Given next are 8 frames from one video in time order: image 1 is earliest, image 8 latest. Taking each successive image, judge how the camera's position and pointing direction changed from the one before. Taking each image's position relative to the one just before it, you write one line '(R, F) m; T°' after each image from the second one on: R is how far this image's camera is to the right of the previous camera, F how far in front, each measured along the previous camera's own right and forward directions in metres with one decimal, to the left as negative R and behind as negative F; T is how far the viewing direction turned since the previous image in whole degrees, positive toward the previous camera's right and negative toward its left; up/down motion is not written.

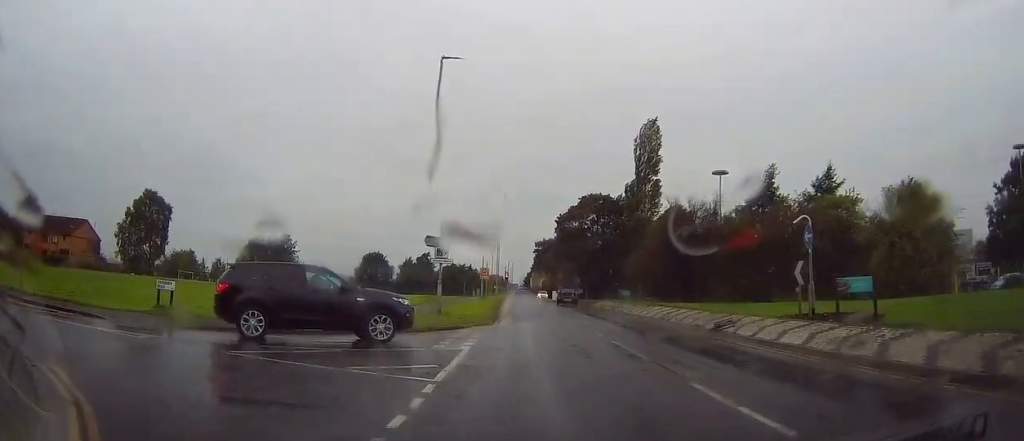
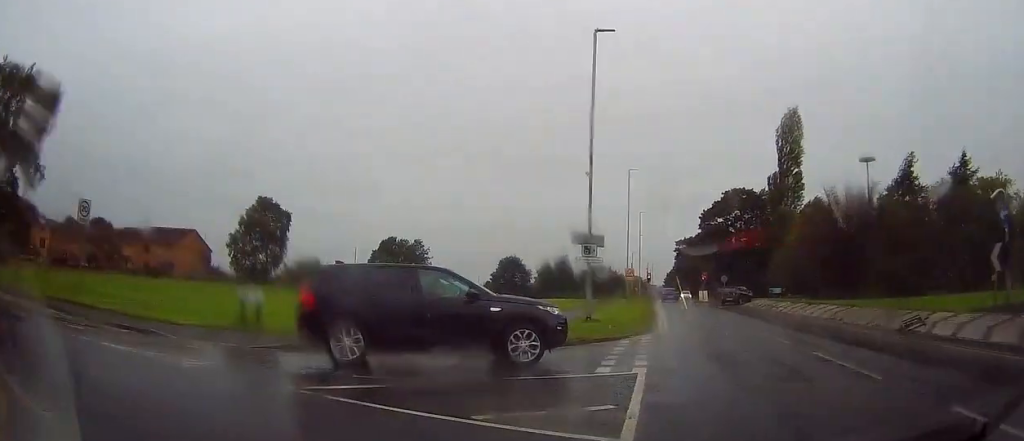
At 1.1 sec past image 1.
(+0.2, +3.9) m; -11°
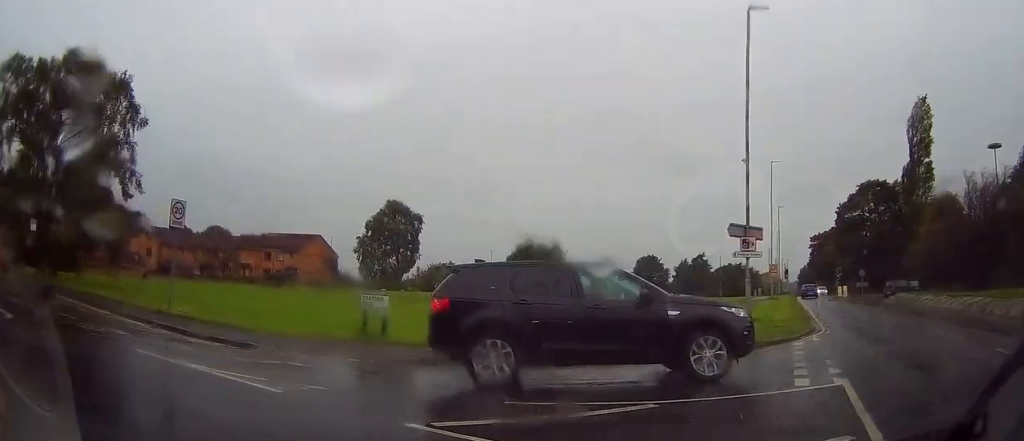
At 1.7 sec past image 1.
(-0.6, +1.9) m; -13°
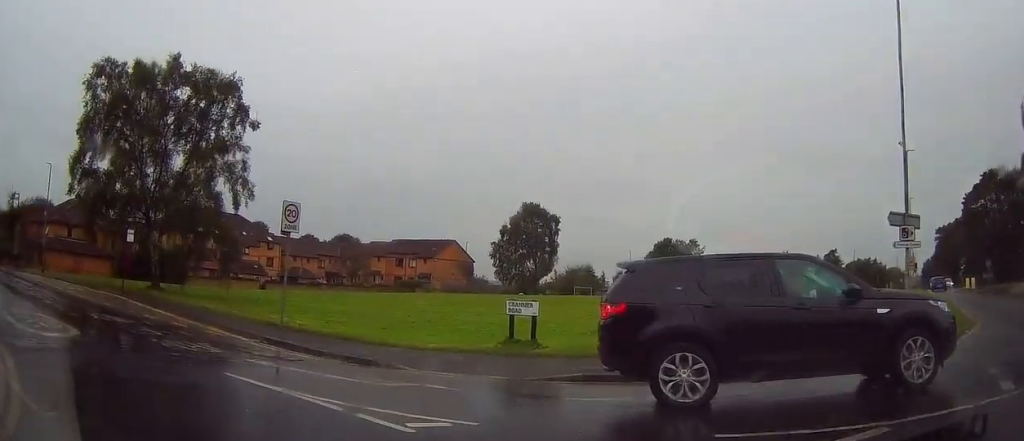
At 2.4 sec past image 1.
(-0.2, +1.9) m; -11°
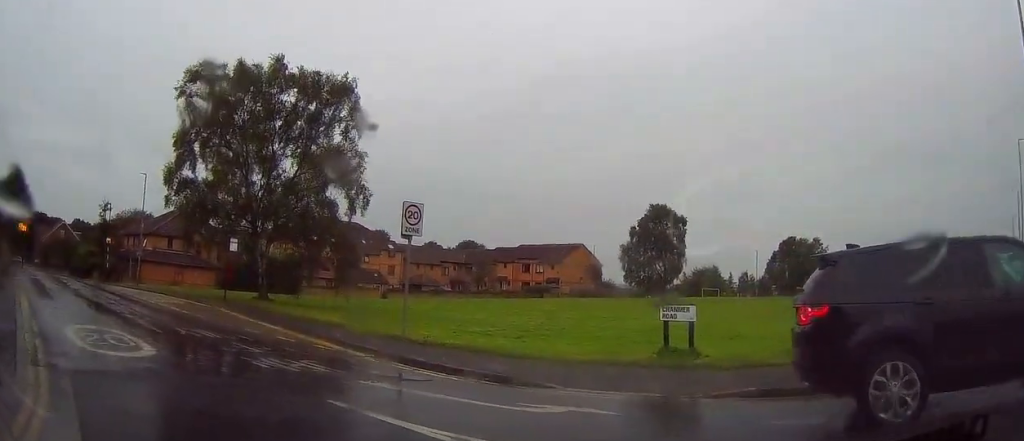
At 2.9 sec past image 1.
(+0.1, +1.6) m; -7°
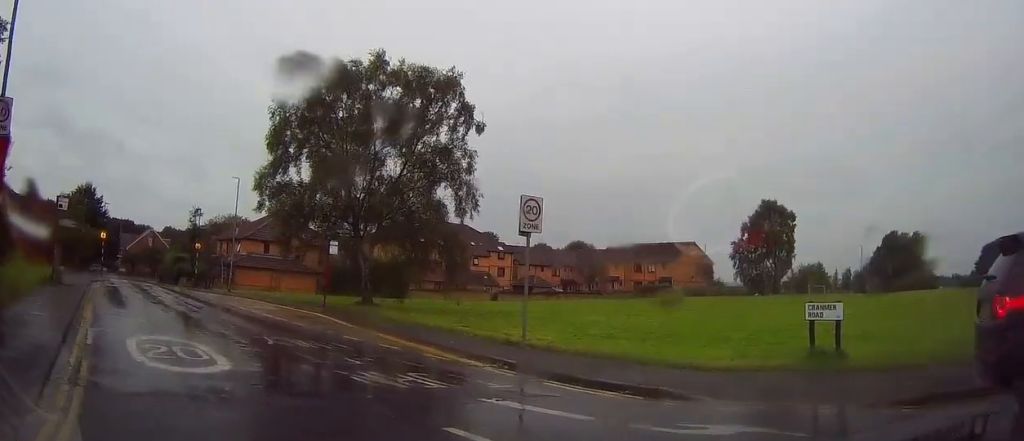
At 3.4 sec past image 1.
(-0.1, +1.3) m; -10°
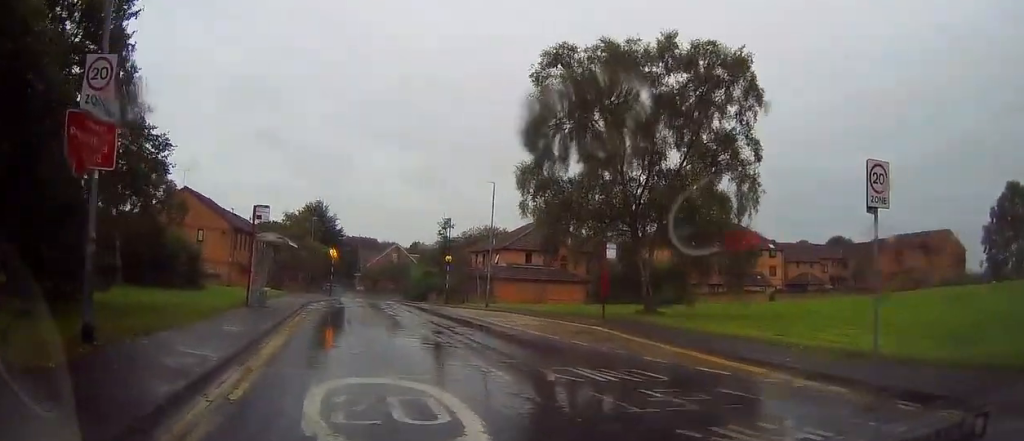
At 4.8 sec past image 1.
(-1.0, +3.5) m; -30°
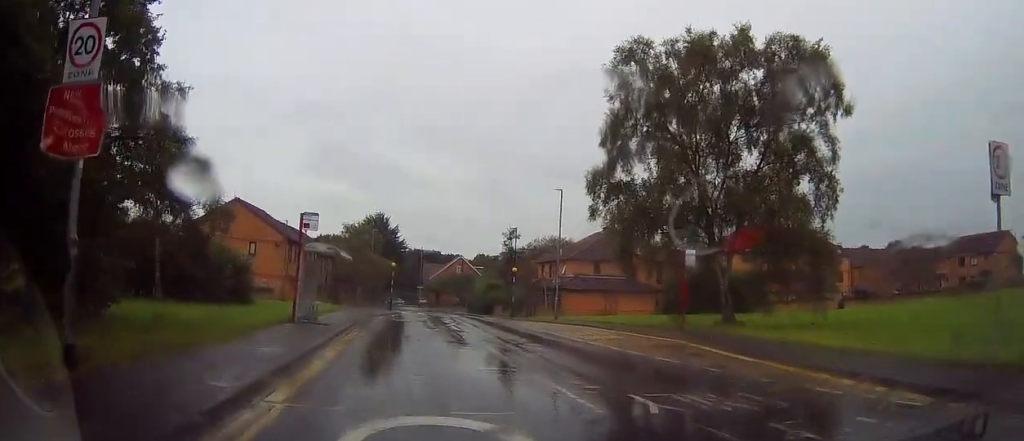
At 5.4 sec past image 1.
(-0.2, +1.8) m; -7°
